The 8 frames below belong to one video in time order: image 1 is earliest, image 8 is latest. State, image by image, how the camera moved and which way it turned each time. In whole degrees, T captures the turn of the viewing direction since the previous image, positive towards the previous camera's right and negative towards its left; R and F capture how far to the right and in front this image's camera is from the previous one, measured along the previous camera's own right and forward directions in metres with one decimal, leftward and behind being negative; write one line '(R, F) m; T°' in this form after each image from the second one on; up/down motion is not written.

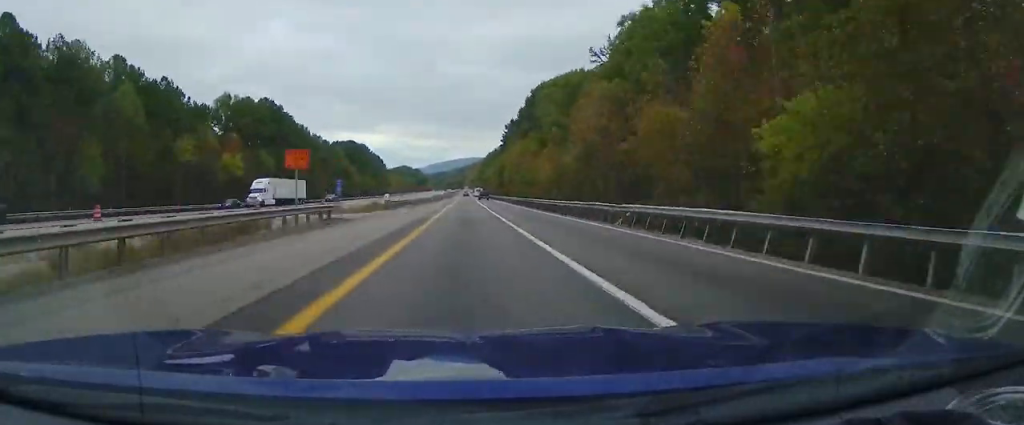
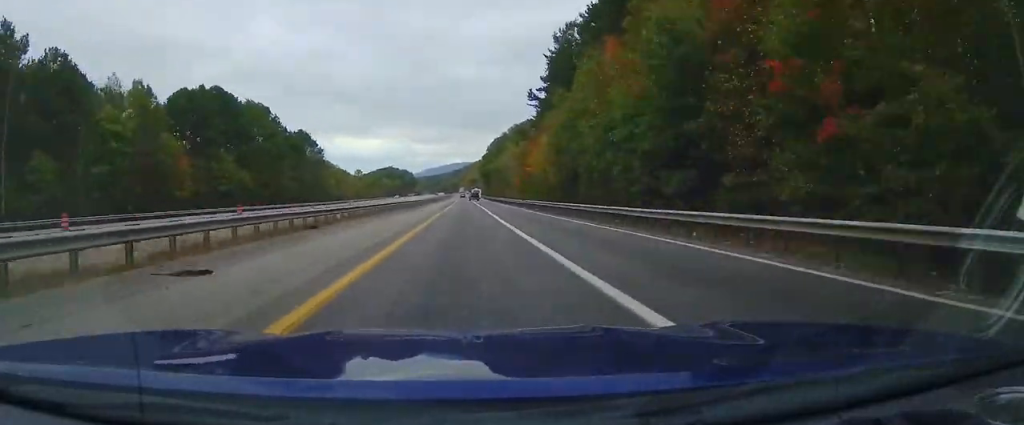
(+0.4, +125.8) m; 0°
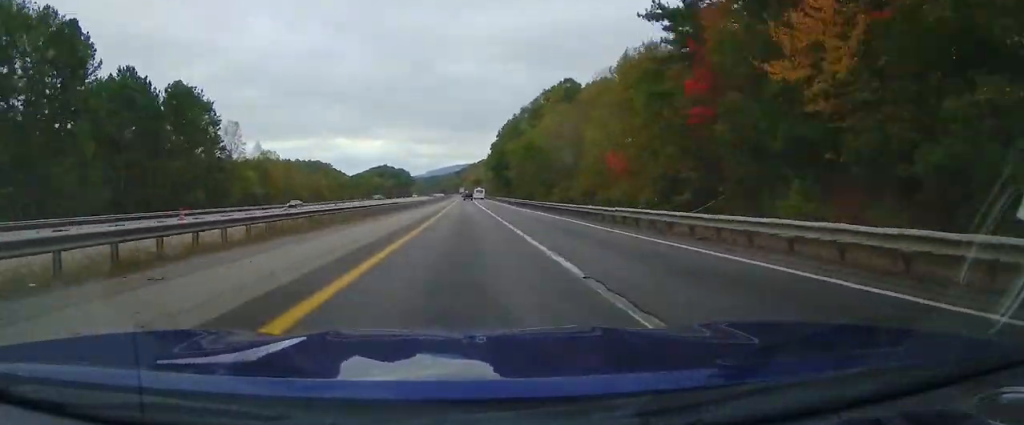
(-0.6, +74.5) m; 0°
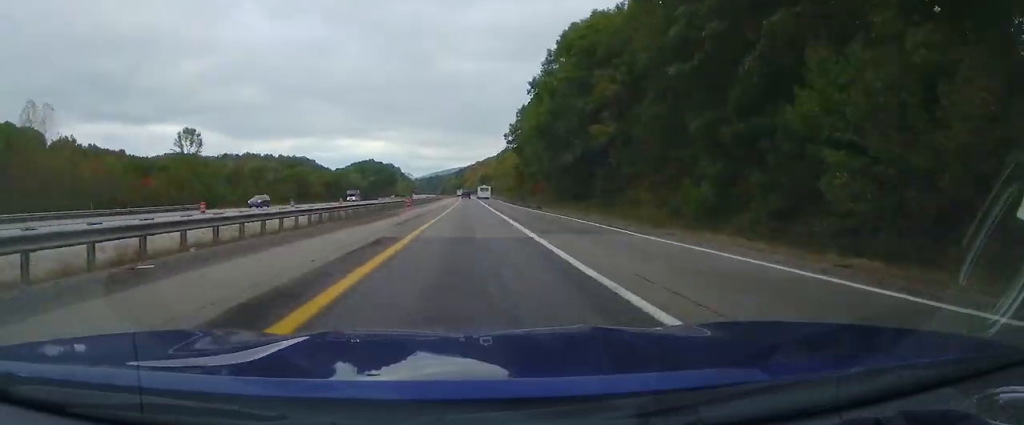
(-0.1, +120.8) m; 0°
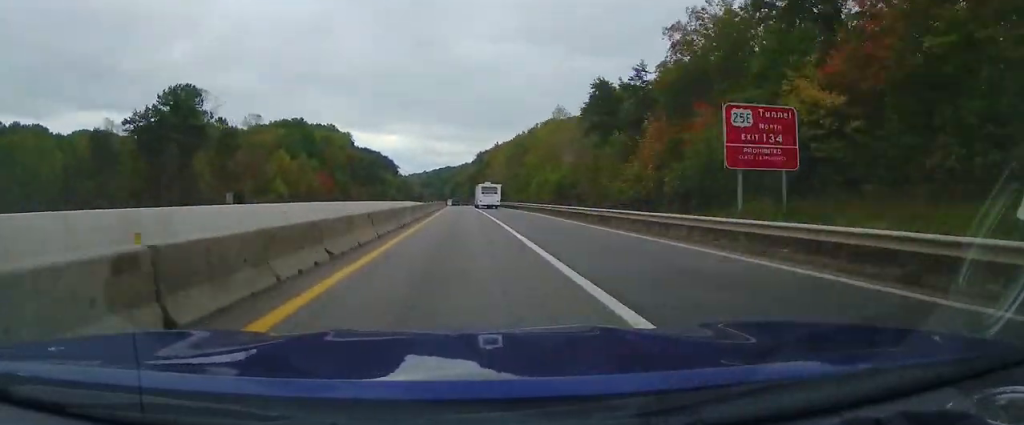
(-6.0, +281.1) m; -3°
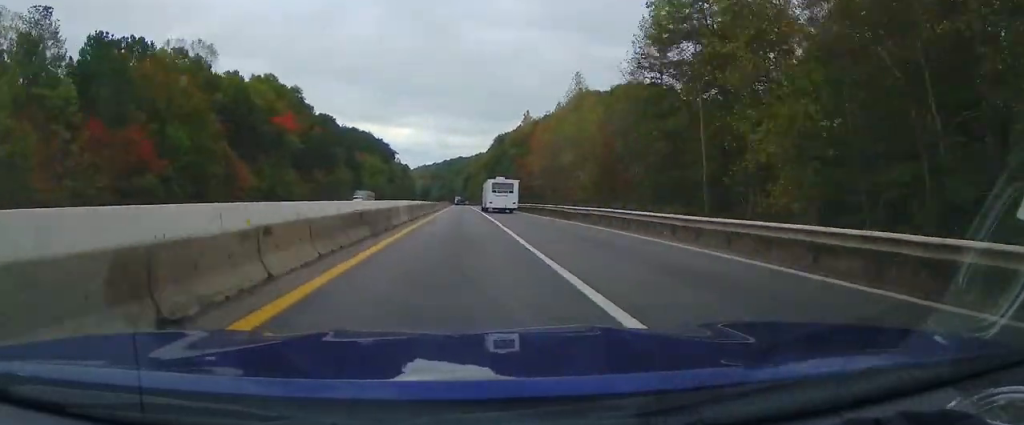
(-0.9, +95.7) m; -1°
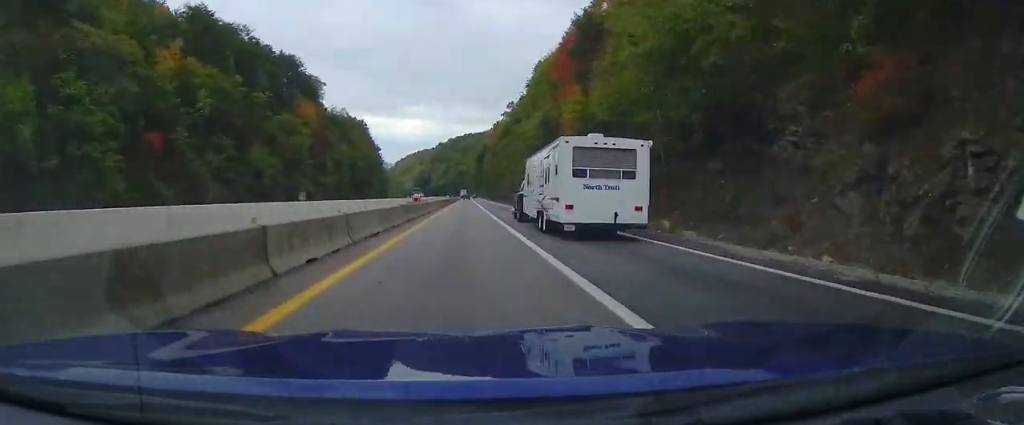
(-2.0, +211.4) m; -1°
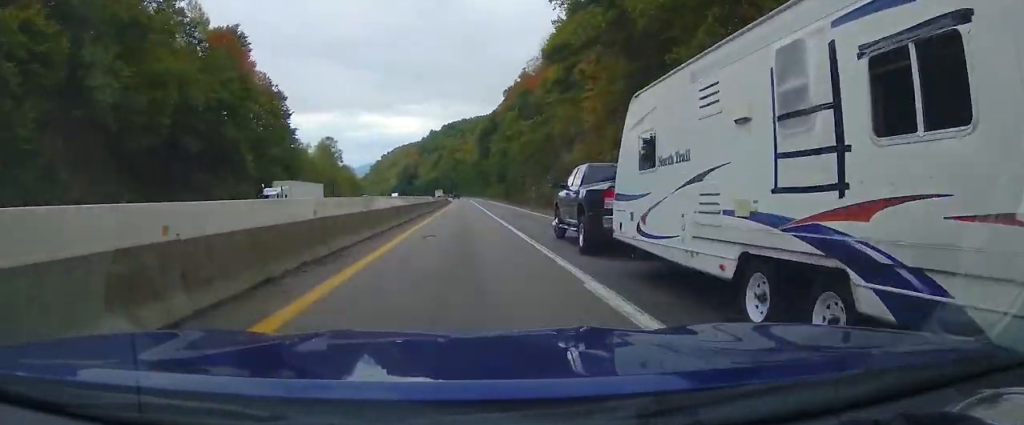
(+0.4, +118.4) m; -1°
